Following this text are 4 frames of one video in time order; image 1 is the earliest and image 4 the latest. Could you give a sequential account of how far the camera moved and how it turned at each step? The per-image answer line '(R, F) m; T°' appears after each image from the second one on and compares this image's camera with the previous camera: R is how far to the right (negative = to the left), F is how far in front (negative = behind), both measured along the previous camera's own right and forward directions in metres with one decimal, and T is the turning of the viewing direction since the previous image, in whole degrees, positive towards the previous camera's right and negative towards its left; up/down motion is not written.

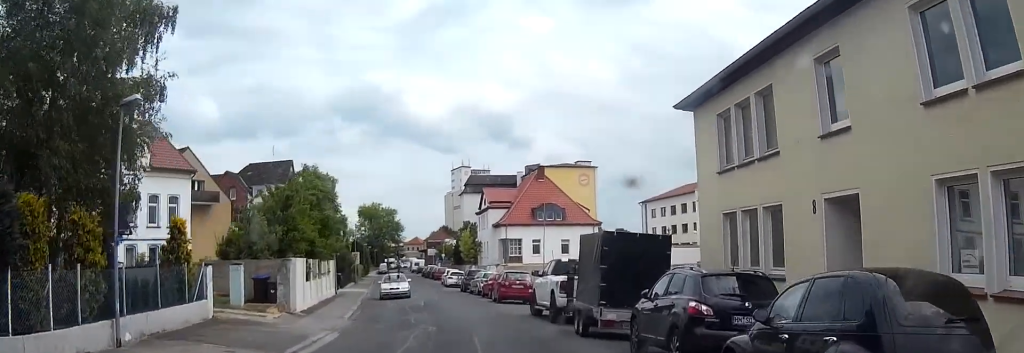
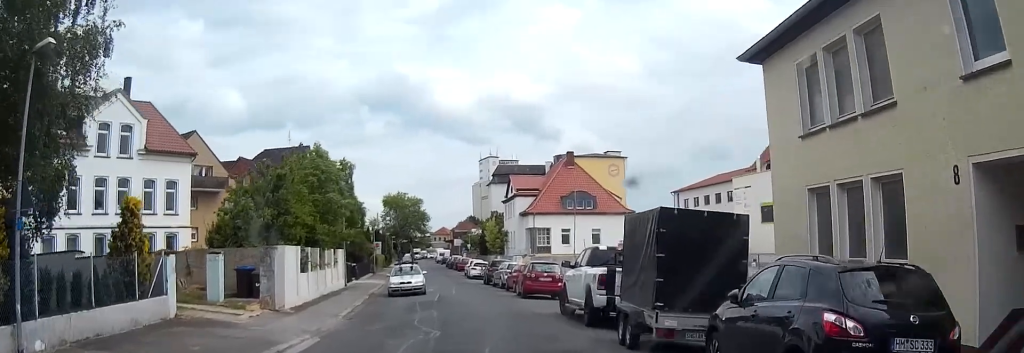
(-0.3, +4.4) m; -3°
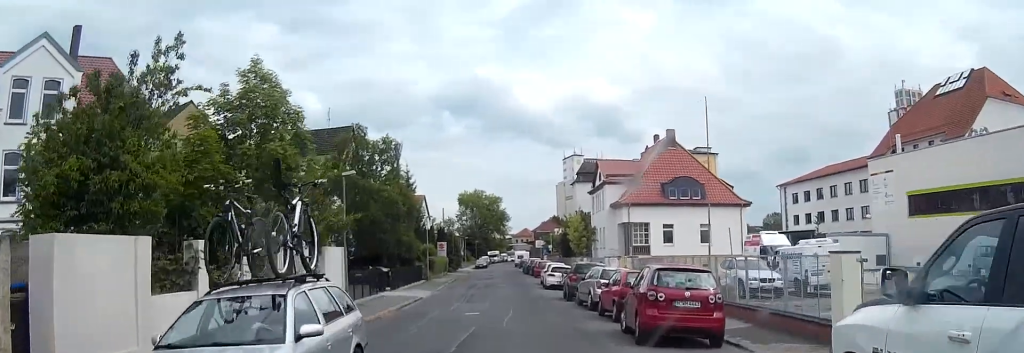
(-1.2, +16.0) m; -9°
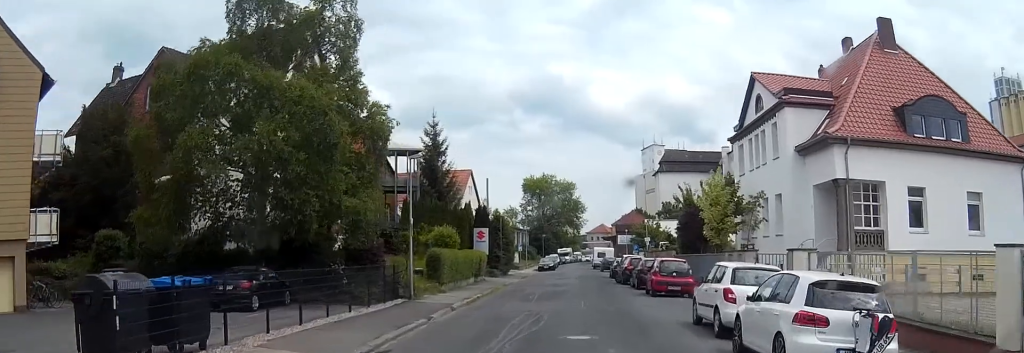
(-4.3, +33.4) m; -9°
